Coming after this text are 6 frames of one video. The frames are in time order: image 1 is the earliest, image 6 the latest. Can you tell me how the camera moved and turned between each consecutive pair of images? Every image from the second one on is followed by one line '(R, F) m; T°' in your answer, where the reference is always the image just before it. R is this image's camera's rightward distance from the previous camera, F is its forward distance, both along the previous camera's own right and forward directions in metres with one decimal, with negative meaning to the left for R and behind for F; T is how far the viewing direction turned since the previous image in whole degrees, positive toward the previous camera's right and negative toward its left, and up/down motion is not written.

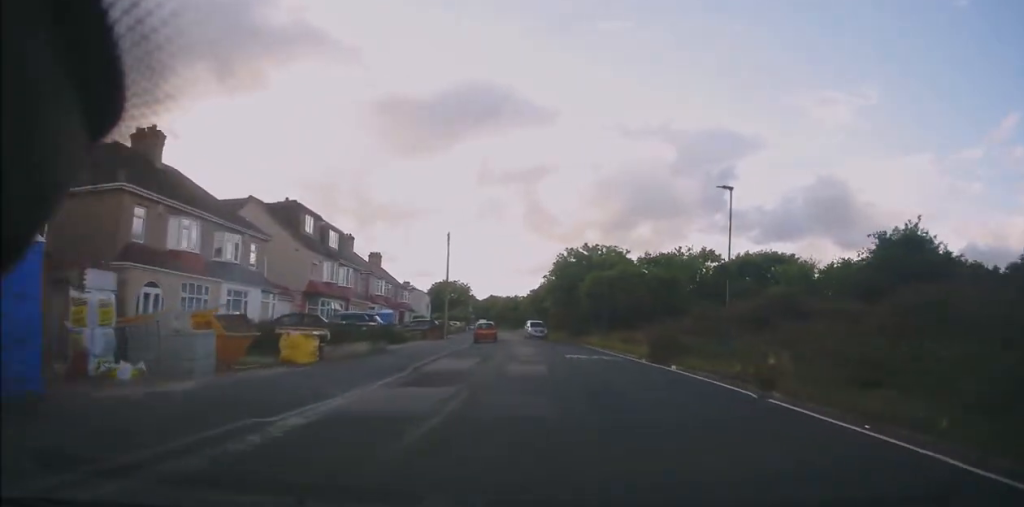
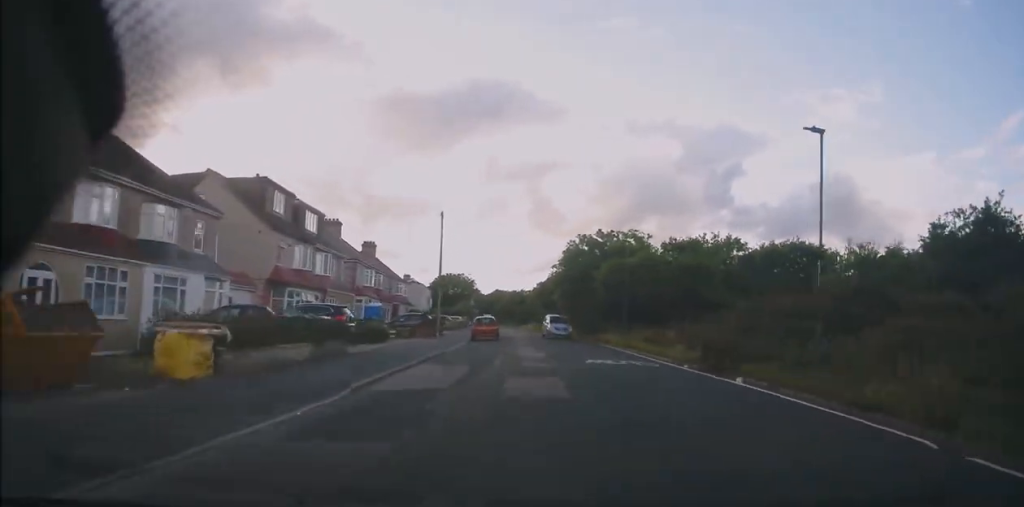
(-0.1, +6.2) m; -1°
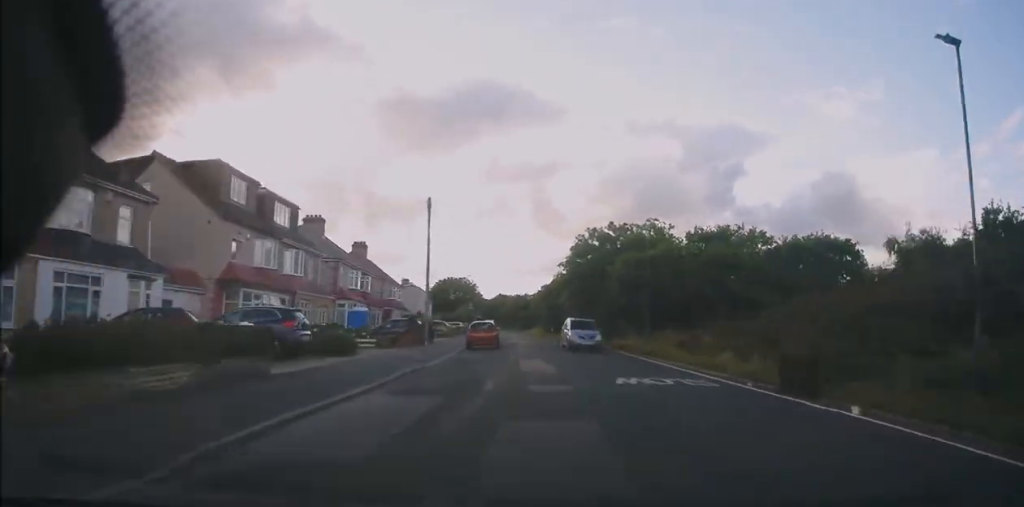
(0.0, +5.4) m; 0°
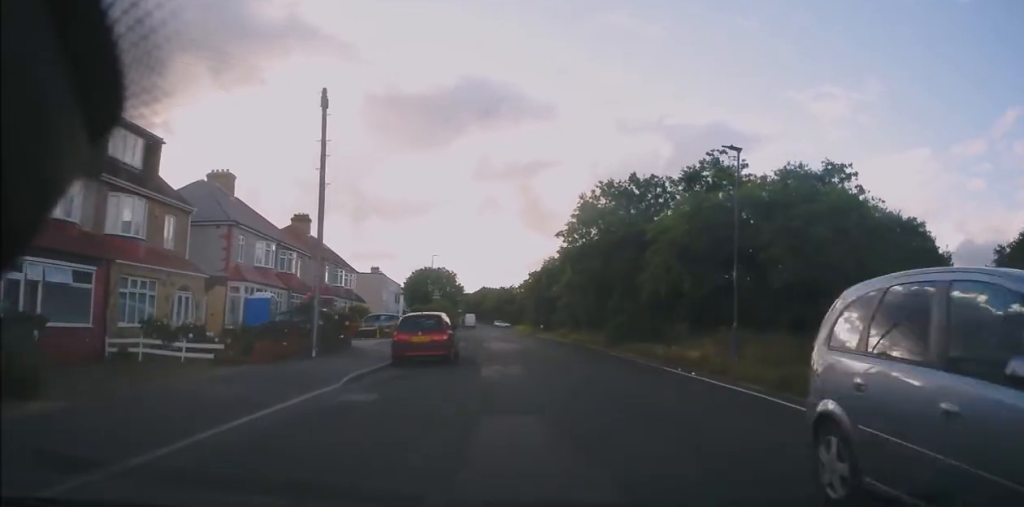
(+0.4, +13.9) m; +2°
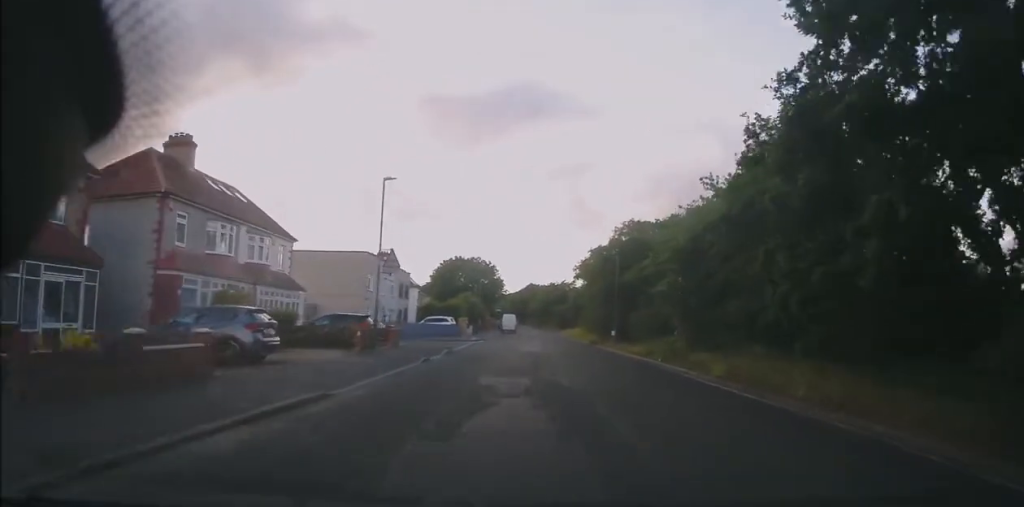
(-1.6, +25.0) m; -6°
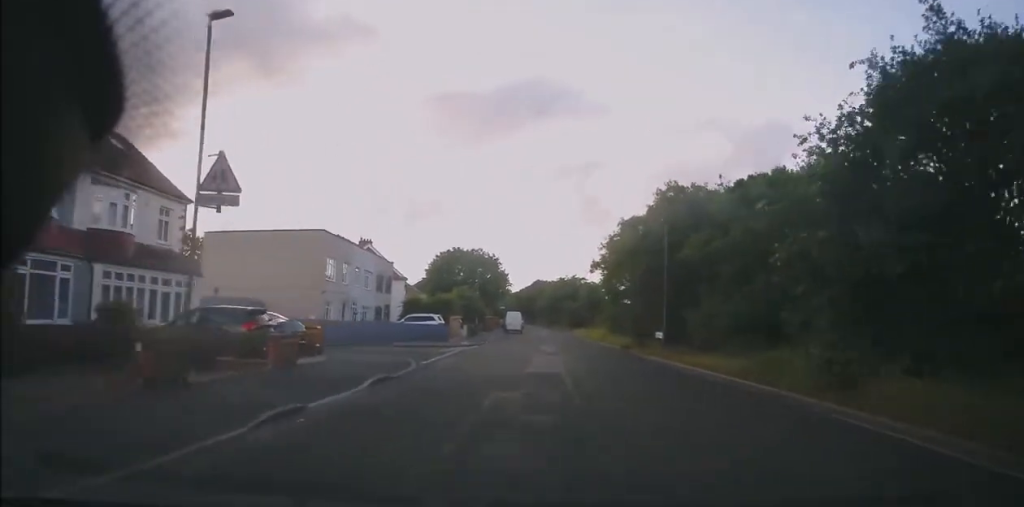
(+0.2, +11.9) m; 0°
